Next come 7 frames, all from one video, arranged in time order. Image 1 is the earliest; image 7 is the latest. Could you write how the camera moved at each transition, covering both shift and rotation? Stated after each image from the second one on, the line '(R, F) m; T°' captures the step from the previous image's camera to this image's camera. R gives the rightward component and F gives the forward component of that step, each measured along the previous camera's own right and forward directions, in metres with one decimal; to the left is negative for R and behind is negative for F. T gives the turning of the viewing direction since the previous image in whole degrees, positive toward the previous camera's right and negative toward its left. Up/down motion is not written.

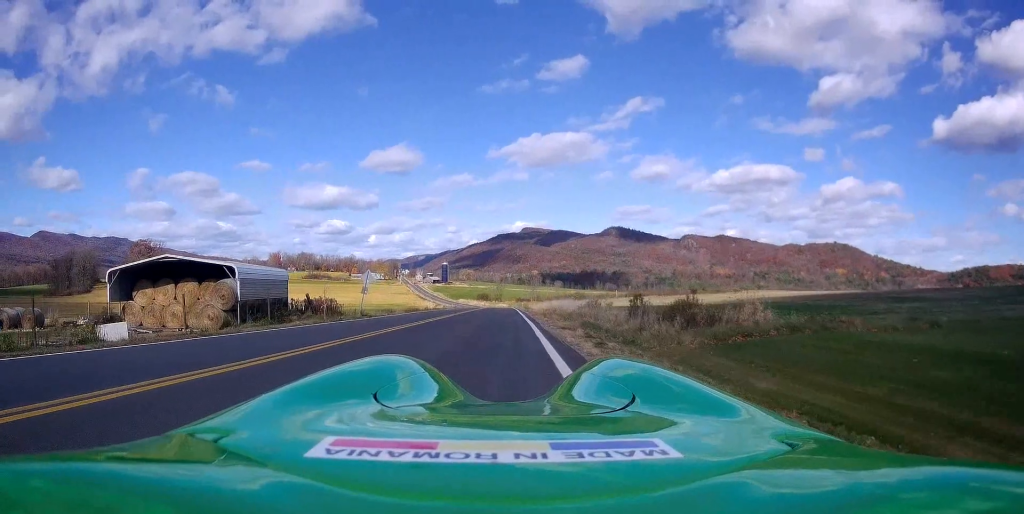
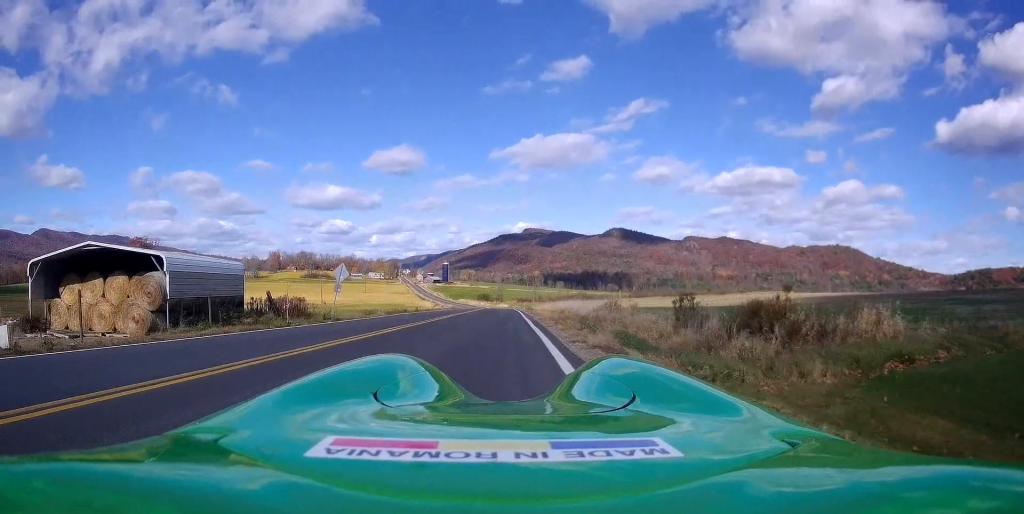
(-0.1, +5.8) m; -1°
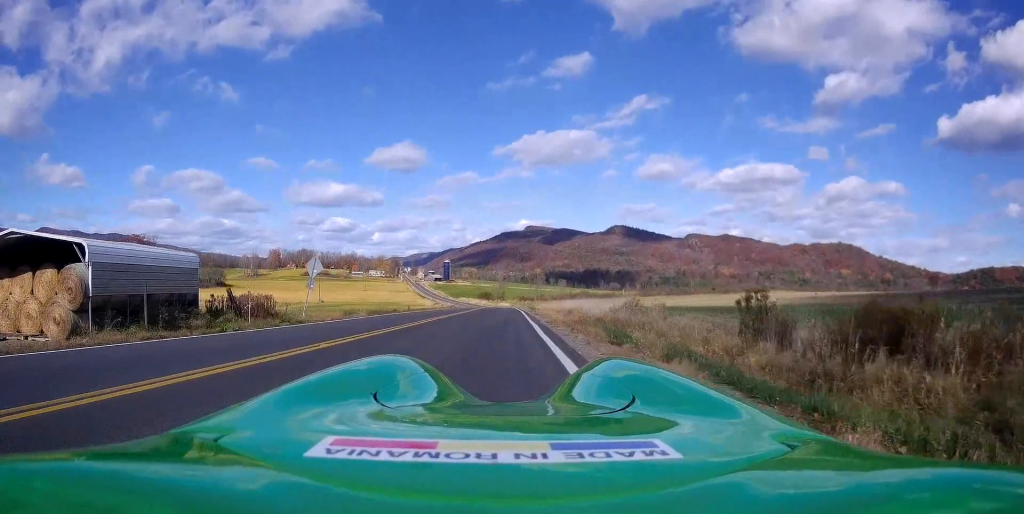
(0.0, +4.7) m; 0°
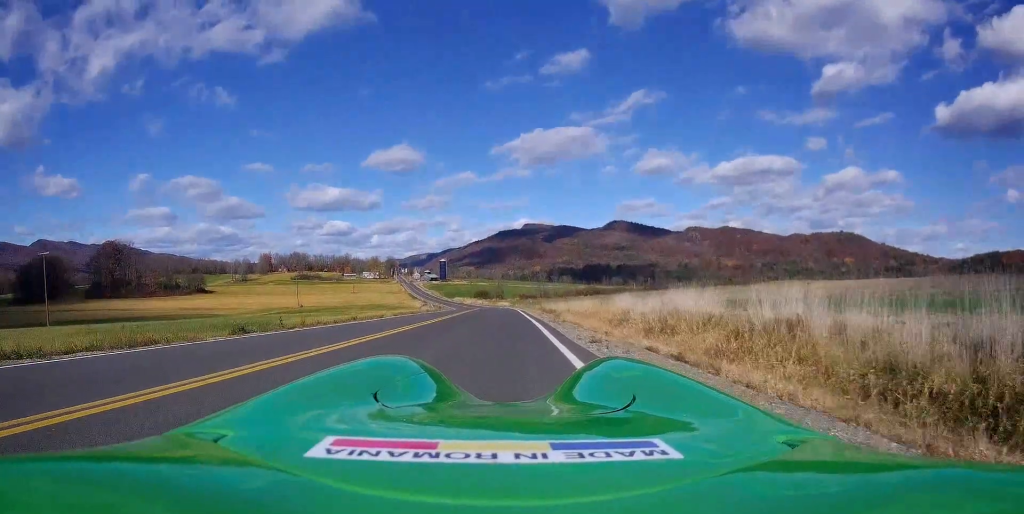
(+0.2, +23.6) m; +2°
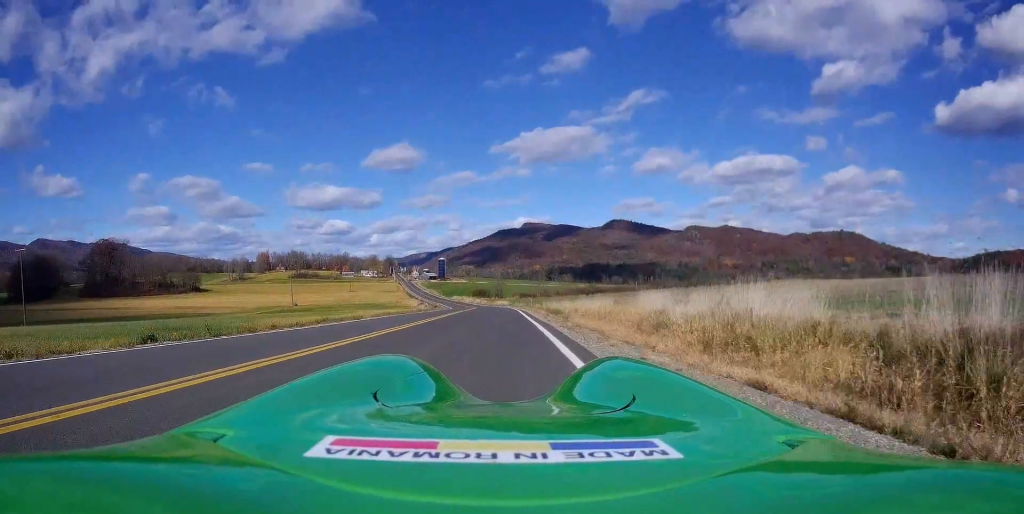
(+0.2, +4.9) m; 0°
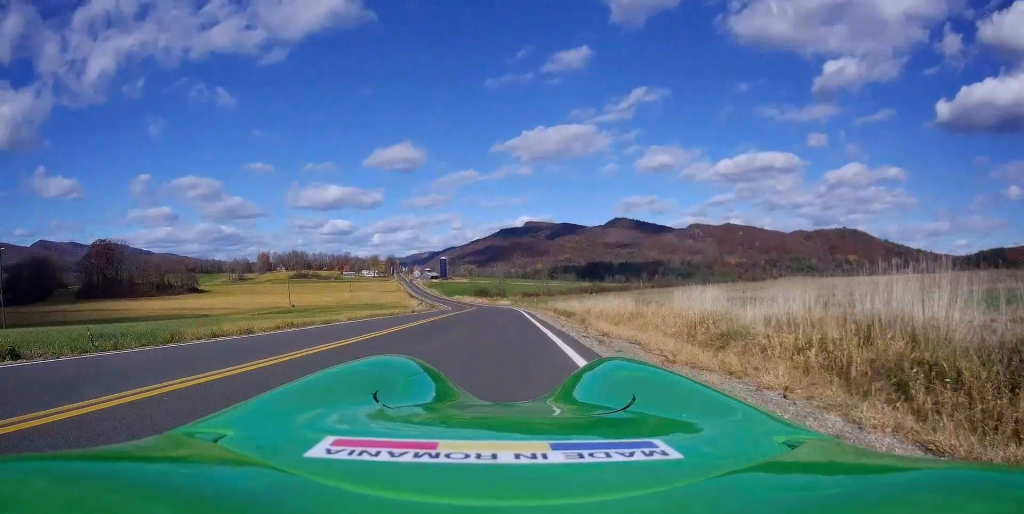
(-0.1, +4.6) m; 0°
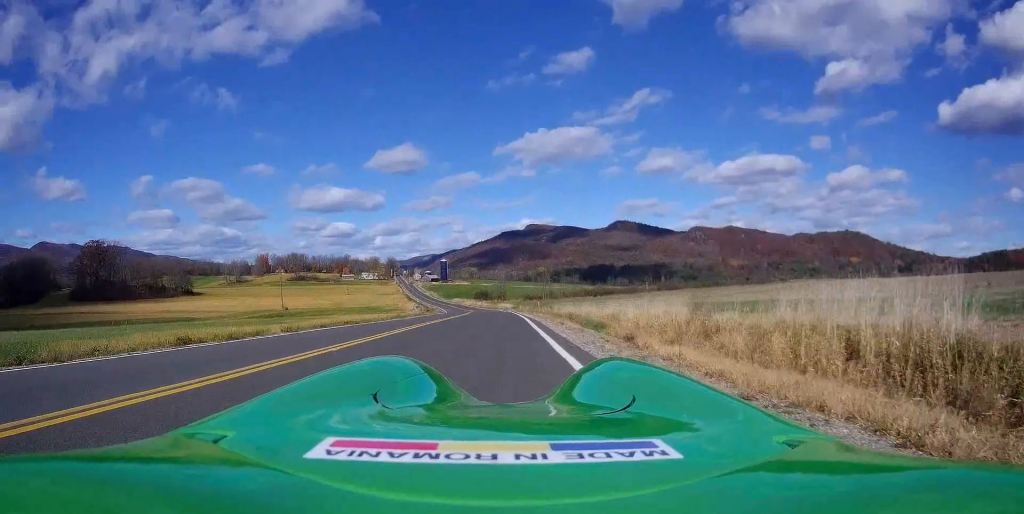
(-0.1, +7.4) m; 0°
